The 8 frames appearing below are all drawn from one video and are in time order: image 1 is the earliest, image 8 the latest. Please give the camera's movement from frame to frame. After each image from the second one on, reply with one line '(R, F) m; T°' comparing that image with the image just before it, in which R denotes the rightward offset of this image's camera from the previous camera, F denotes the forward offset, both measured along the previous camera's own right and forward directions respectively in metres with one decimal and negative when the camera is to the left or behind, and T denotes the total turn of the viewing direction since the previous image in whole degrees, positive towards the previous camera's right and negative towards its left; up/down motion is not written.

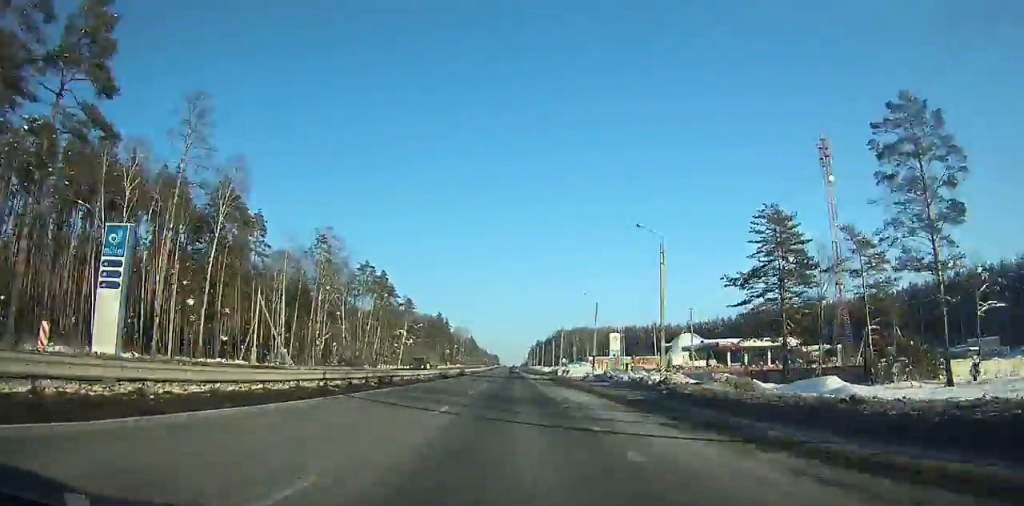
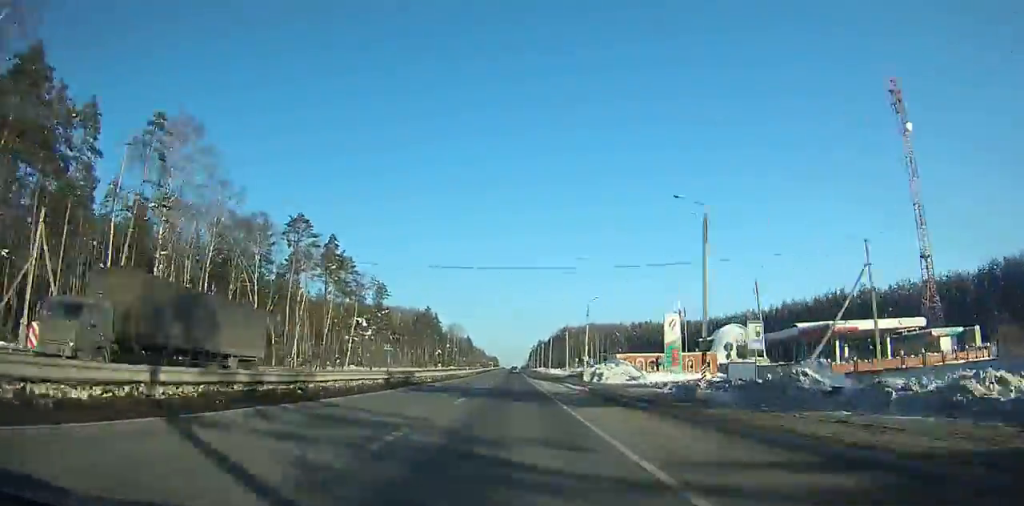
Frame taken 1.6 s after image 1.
(-0.1, +42.1) m; 0°
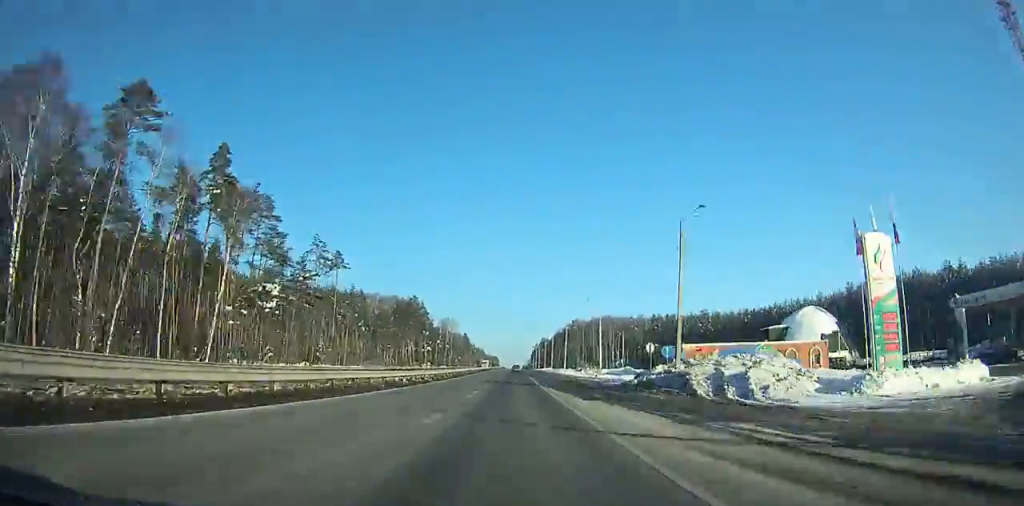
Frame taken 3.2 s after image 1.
(-1.2, +42.6) m; +1°
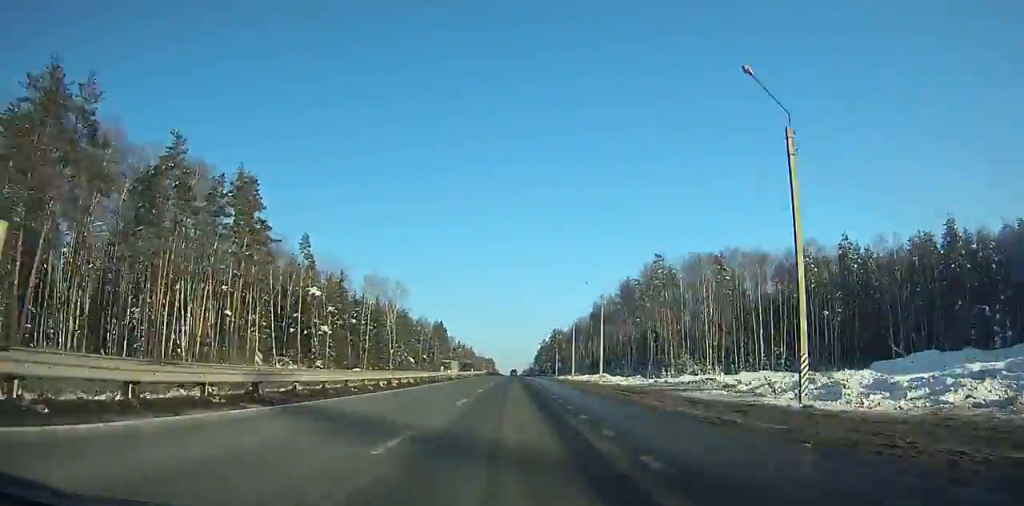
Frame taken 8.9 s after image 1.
(+4.9, +171.8) m; +2°
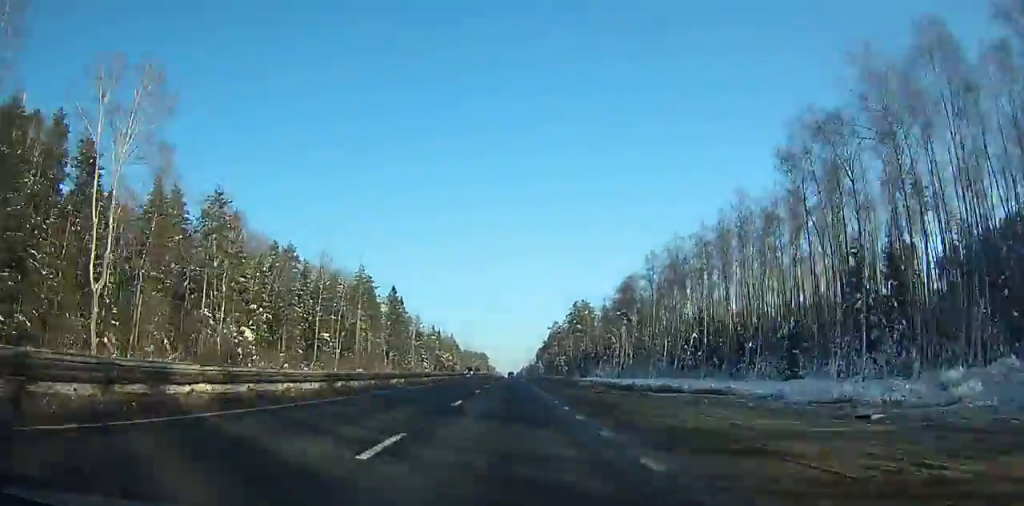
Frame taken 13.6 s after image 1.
(-1.1, +142.9) m; 0°
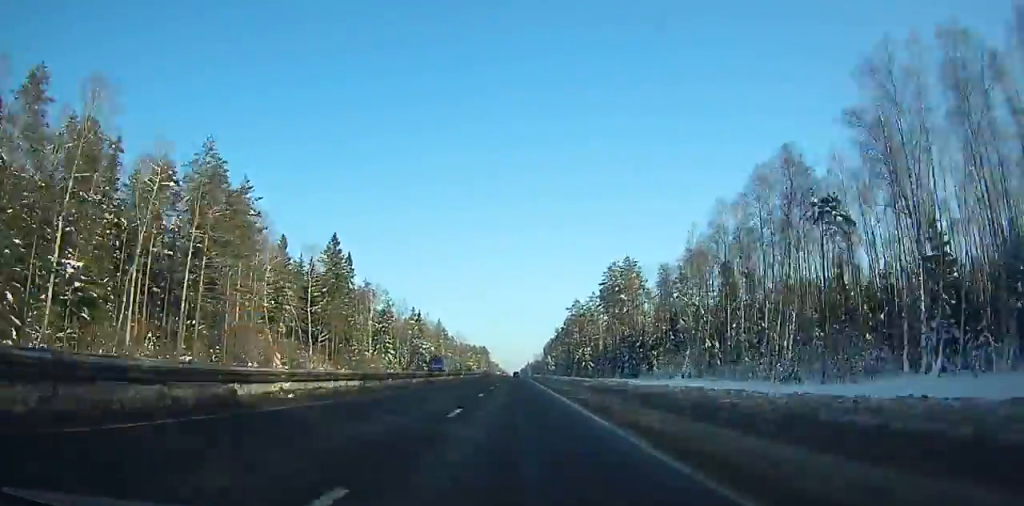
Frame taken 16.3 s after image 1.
(0.0, +79.9) m; 0°
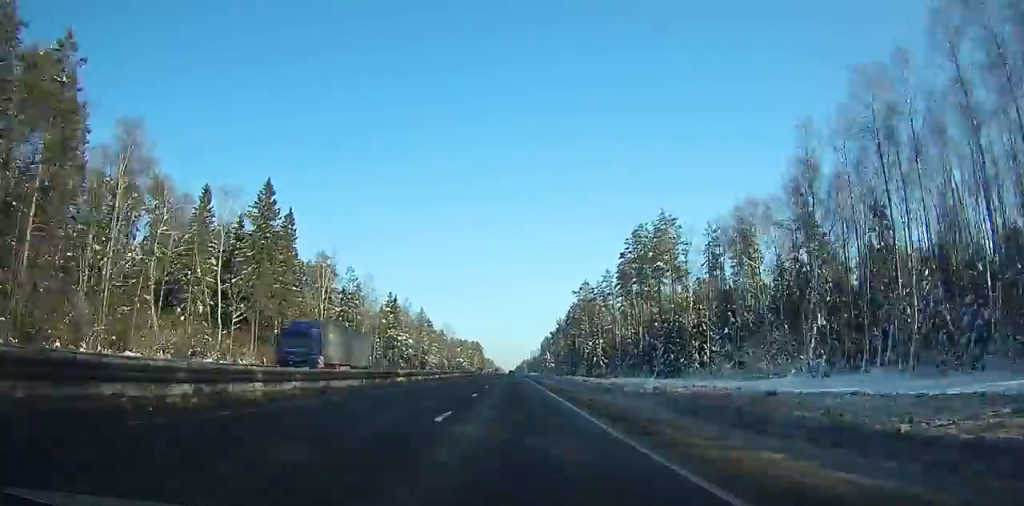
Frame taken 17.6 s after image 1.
(0.0, +38.1) m; 0°
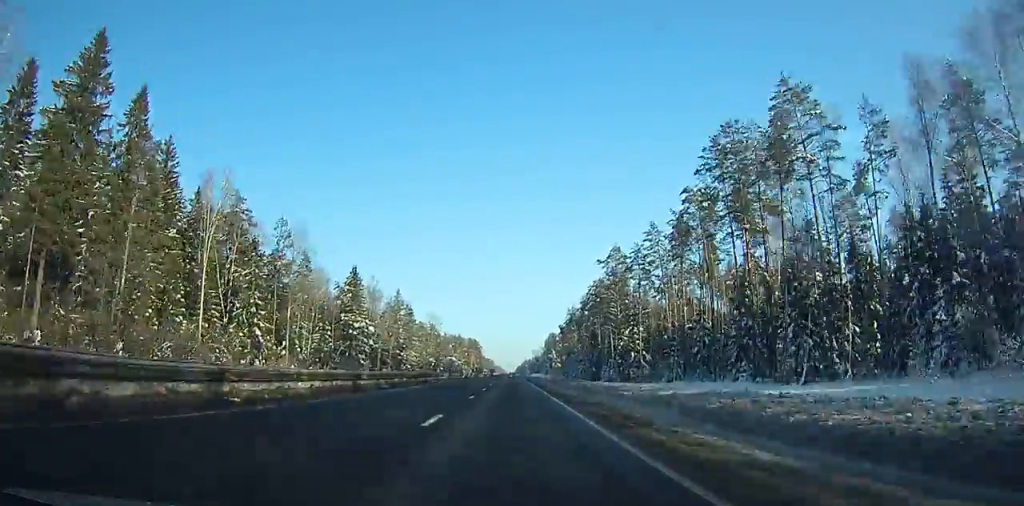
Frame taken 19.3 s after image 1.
(0.0, +49.7) m; 0°
